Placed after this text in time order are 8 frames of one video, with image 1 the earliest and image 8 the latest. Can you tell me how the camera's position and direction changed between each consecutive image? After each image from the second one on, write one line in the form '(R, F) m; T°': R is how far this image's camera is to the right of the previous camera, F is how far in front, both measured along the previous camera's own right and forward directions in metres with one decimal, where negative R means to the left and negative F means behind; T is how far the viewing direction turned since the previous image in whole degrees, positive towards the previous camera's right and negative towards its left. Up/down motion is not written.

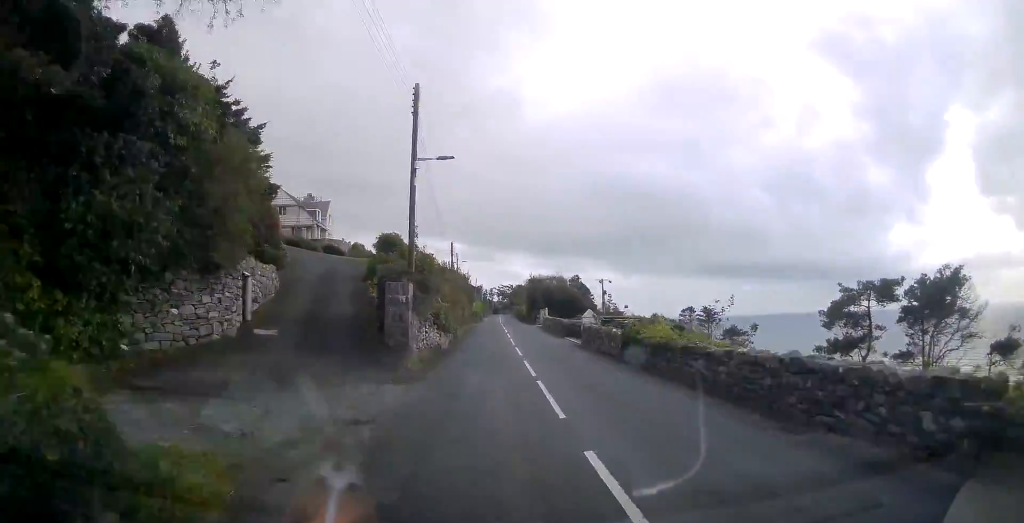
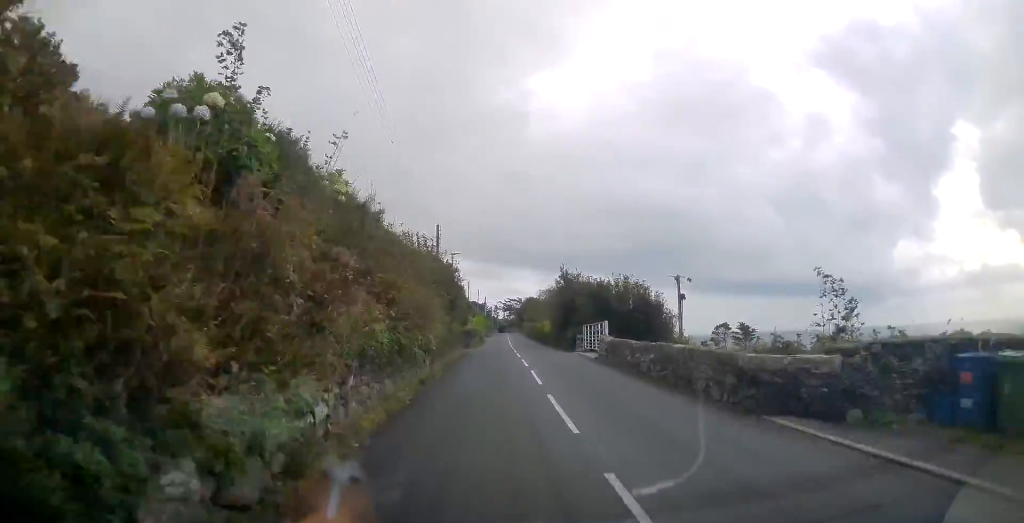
(+0.1, +23.9) m; 0°
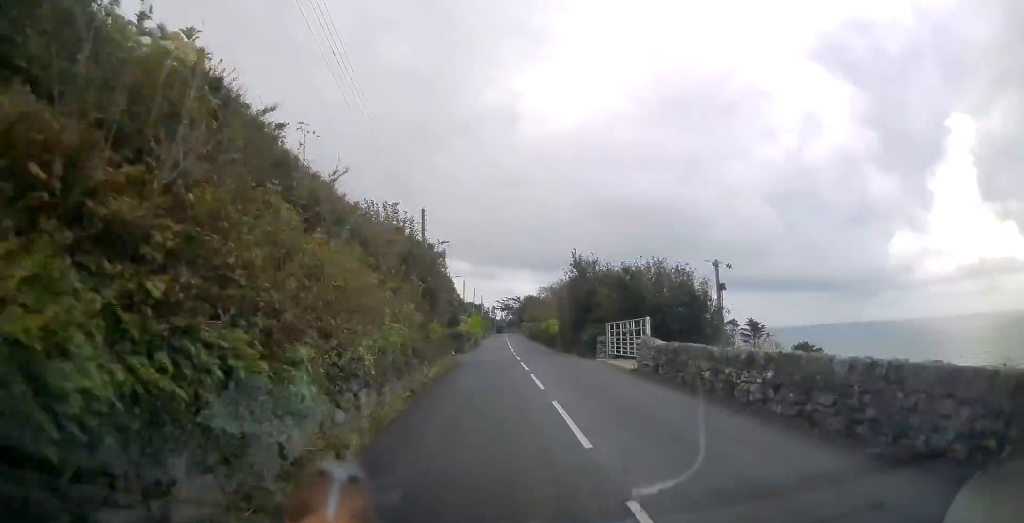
(0.0, +7.1) m; 0°
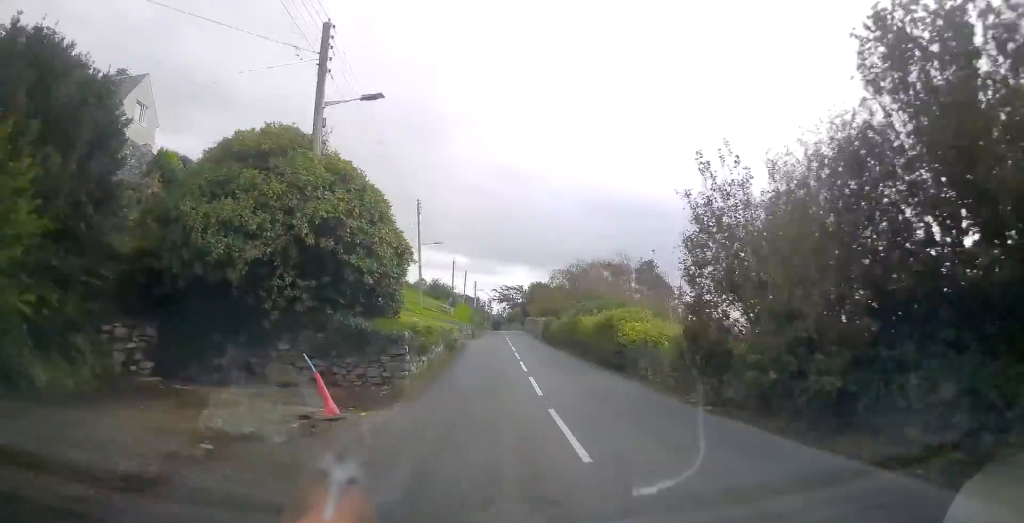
(0.0, +24.5) m; 0°
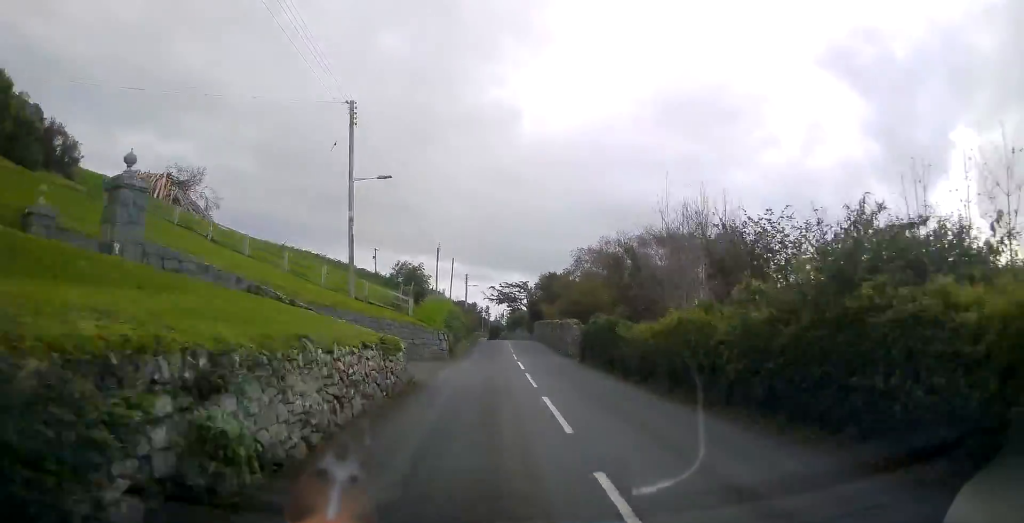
(+0.1, +22.3) m; 0°
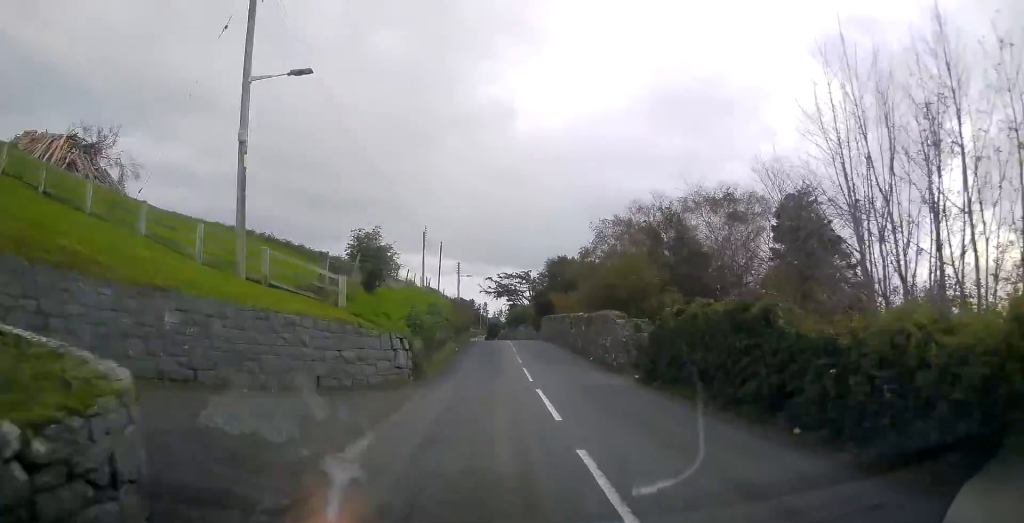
(0.0, +10.9) m; 0°
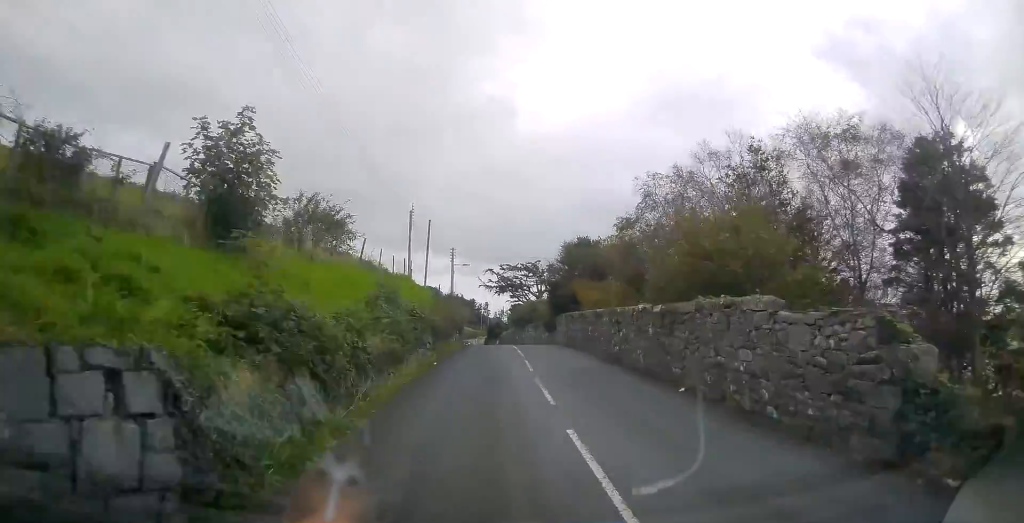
(+0.1, +10.8) m; 0°
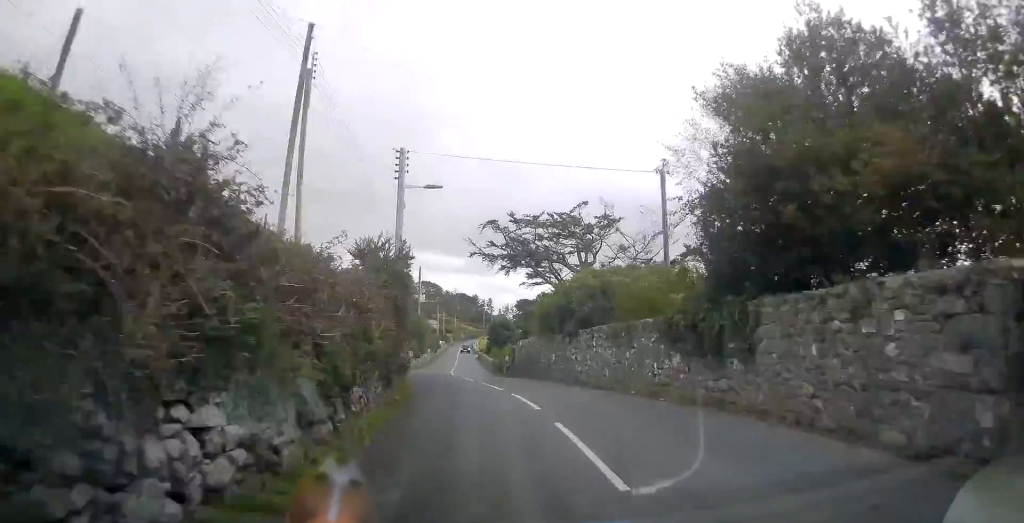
(-0.1, +28.8) m; -1°
